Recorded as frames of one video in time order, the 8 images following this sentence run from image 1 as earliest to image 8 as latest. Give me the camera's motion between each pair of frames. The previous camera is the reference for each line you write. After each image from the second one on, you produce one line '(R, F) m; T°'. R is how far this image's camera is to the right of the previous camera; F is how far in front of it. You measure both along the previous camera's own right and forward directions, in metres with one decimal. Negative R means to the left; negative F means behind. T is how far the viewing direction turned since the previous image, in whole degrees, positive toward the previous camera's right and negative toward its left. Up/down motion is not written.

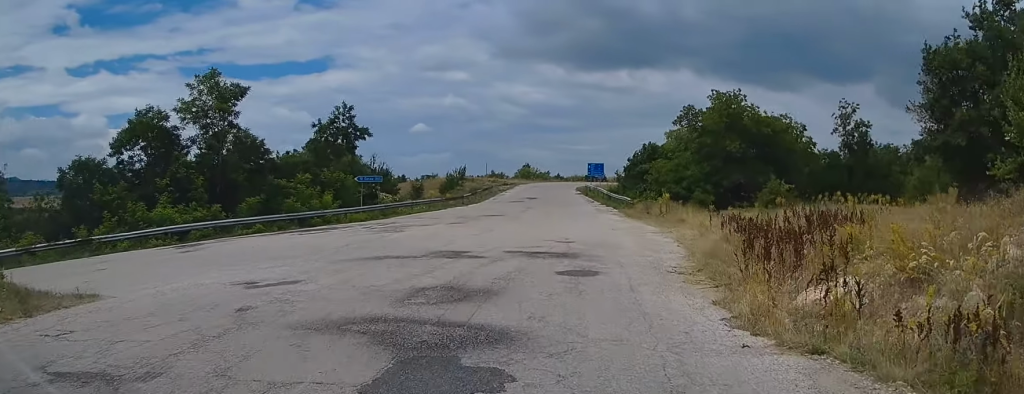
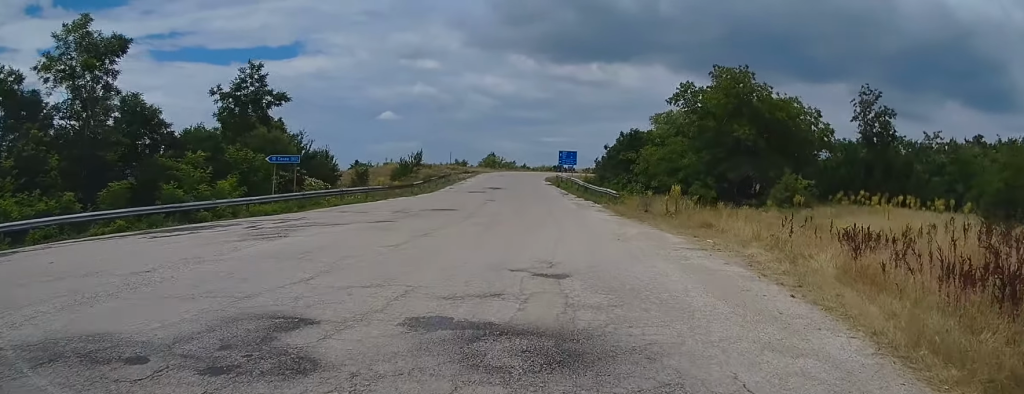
(0.0, +9.6) m; +2°
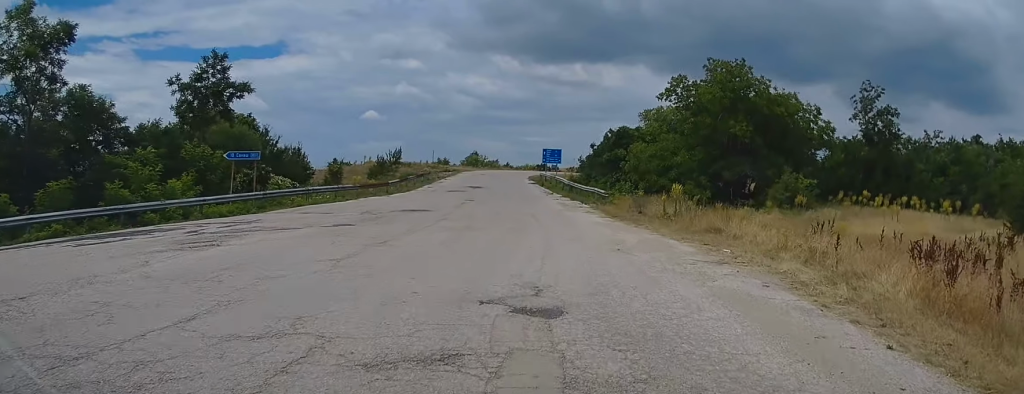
(+0.2, +2.9) m; +1°
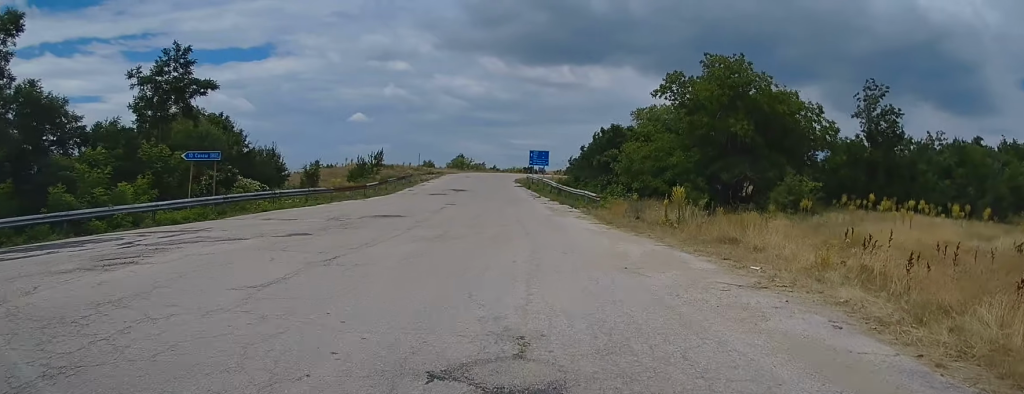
(+0.1, +2.7) m; +1°
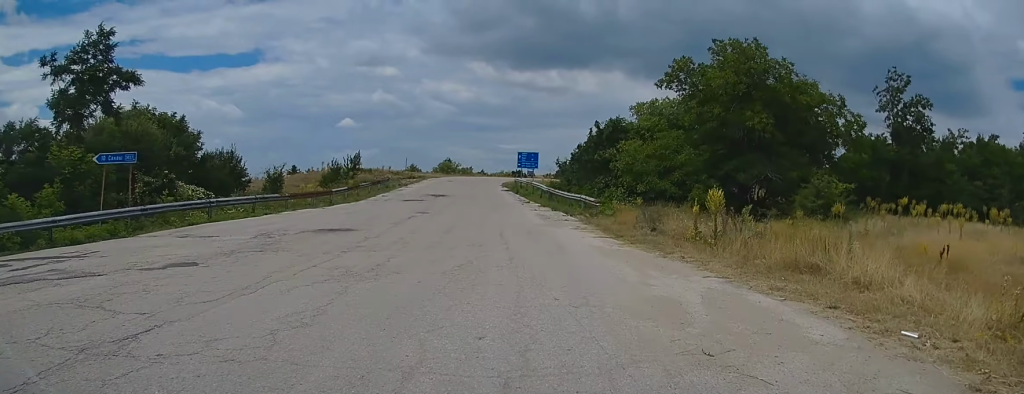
(-0.1, +5.6) m; -1°
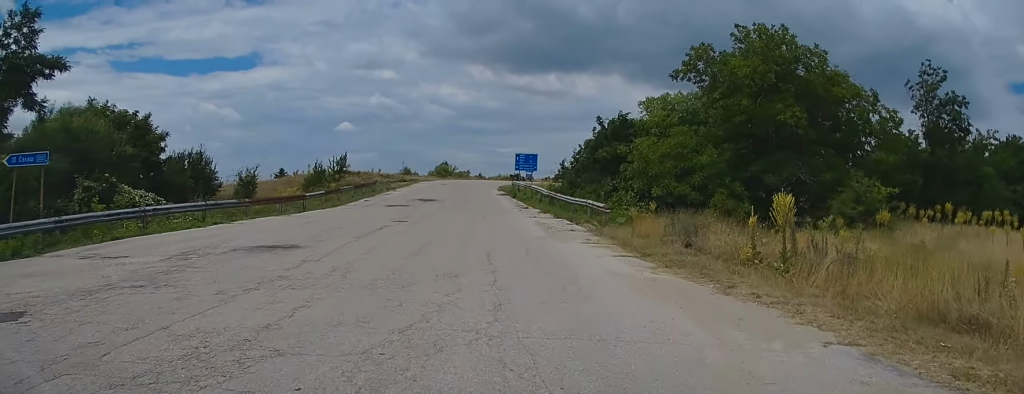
(0.0, +4.7) m; 0°
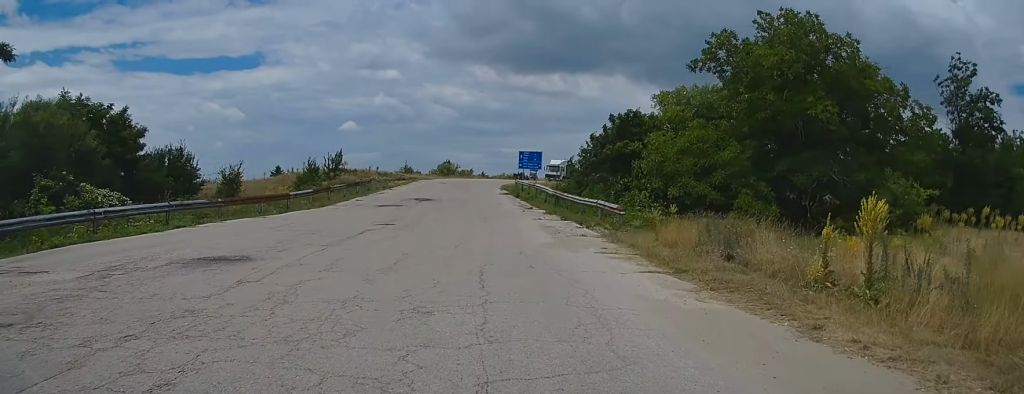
(0.0, +3.0) m; +1°
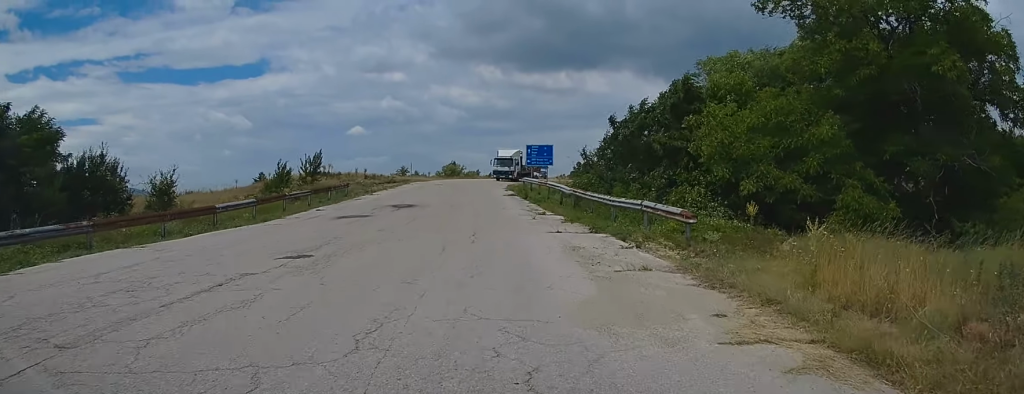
(+0.1, +8.9) m; -2°
